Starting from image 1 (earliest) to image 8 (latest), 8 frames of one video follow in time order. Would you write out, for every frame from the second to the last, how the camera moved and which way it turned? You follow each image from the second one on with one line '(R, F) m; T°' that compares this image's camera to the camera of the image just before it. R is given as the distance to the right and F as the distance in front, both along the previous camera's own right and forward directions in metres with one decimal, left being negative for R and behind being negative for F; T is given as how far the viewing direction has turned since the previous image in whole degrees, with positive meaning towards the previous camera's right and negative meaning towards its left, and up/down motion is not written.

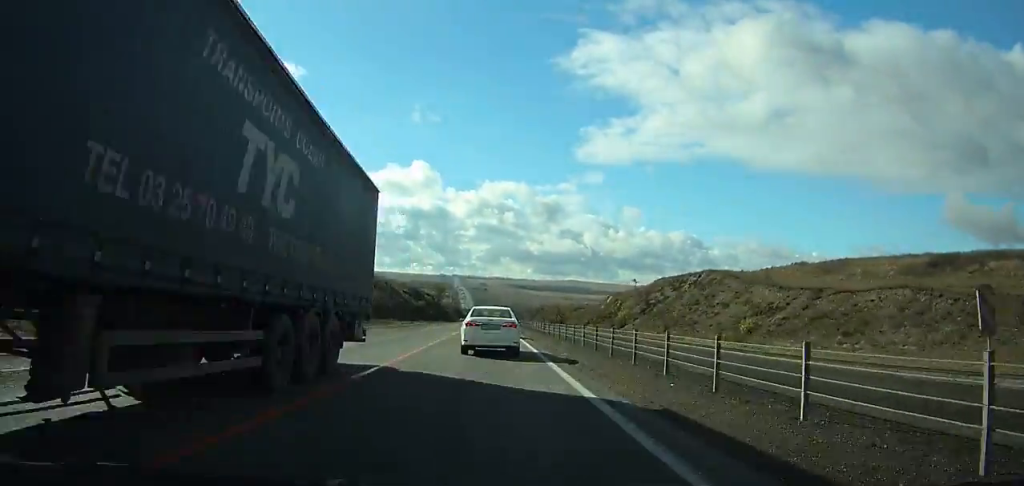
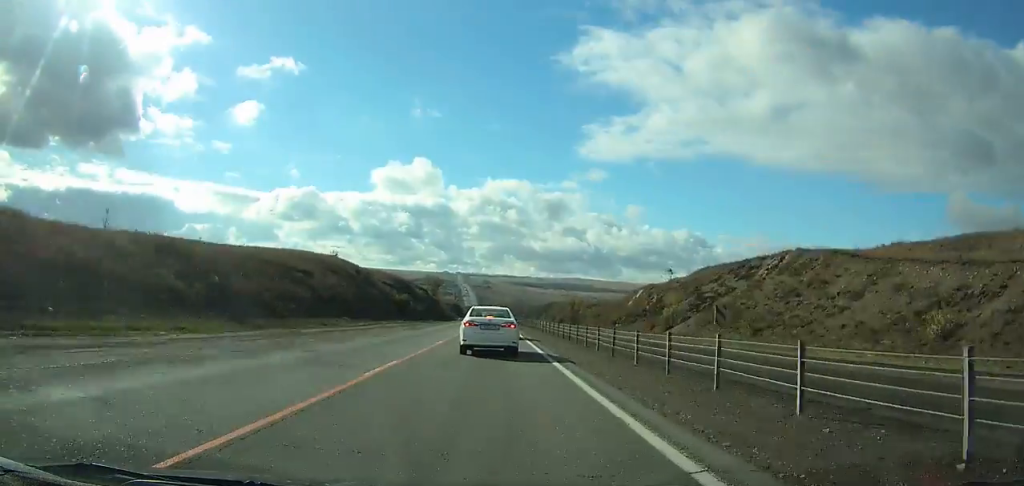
(0.0, +23.5) m; 0°
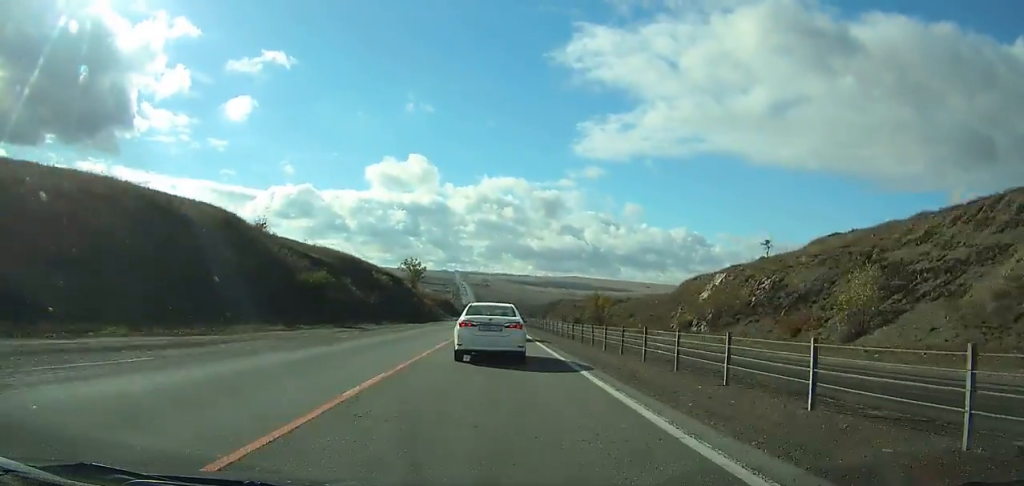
(-0.1, +37.3) m; 0°
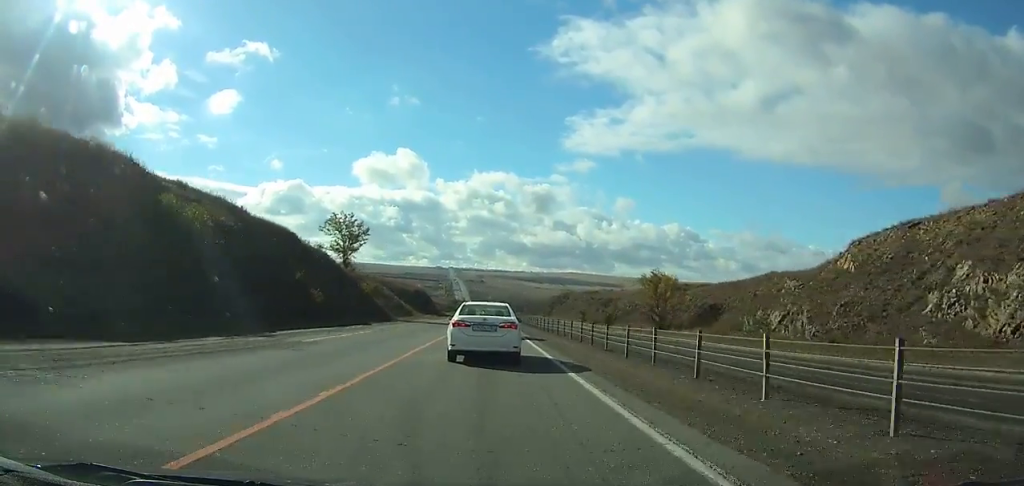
(+0.2, +50.0) m; 0°
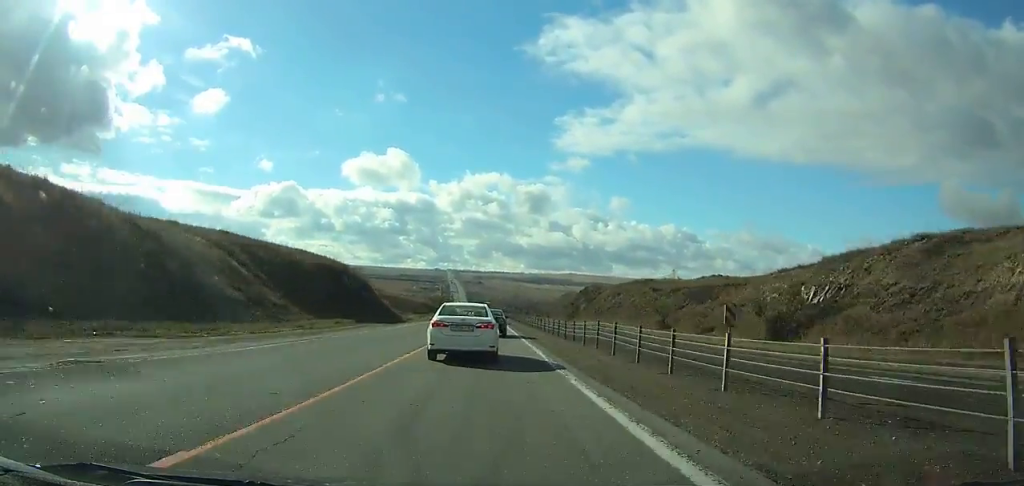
(+0.1, +62.2) m; 0°
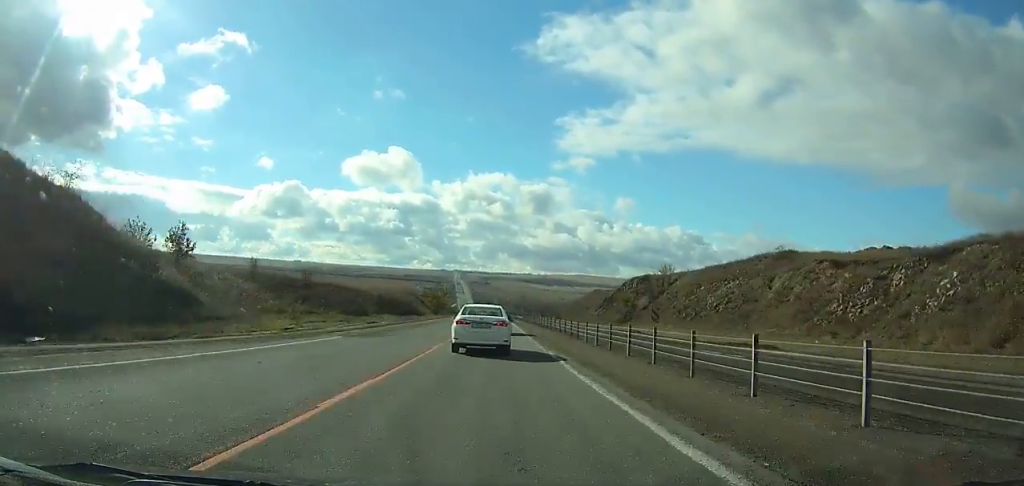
(-0.2, +52.9) m; 0°
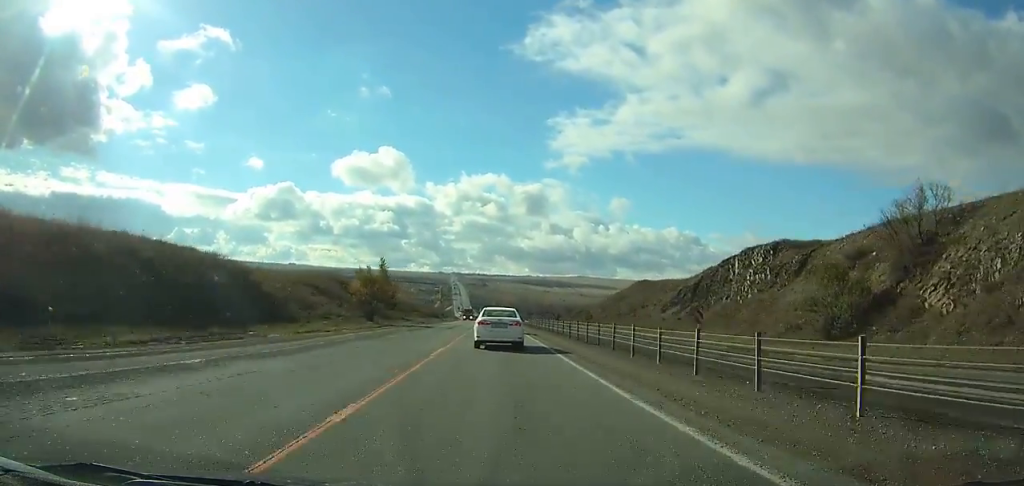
(-0.2, +64.0) m; 0°
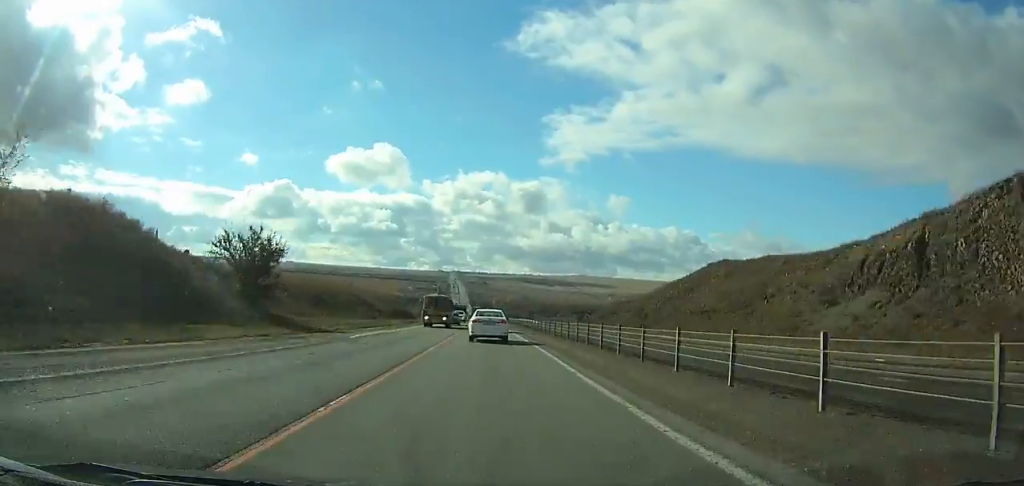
(+0.1, +51.6) m; 0°
